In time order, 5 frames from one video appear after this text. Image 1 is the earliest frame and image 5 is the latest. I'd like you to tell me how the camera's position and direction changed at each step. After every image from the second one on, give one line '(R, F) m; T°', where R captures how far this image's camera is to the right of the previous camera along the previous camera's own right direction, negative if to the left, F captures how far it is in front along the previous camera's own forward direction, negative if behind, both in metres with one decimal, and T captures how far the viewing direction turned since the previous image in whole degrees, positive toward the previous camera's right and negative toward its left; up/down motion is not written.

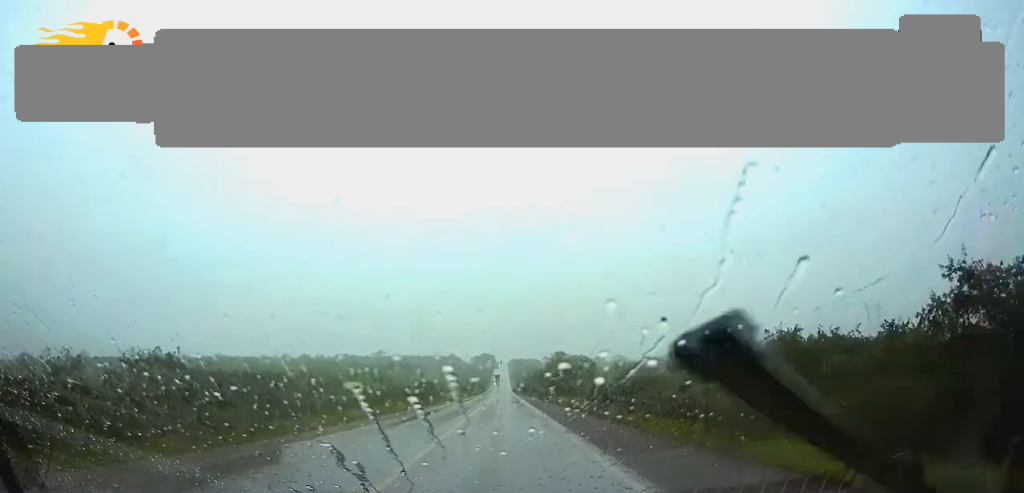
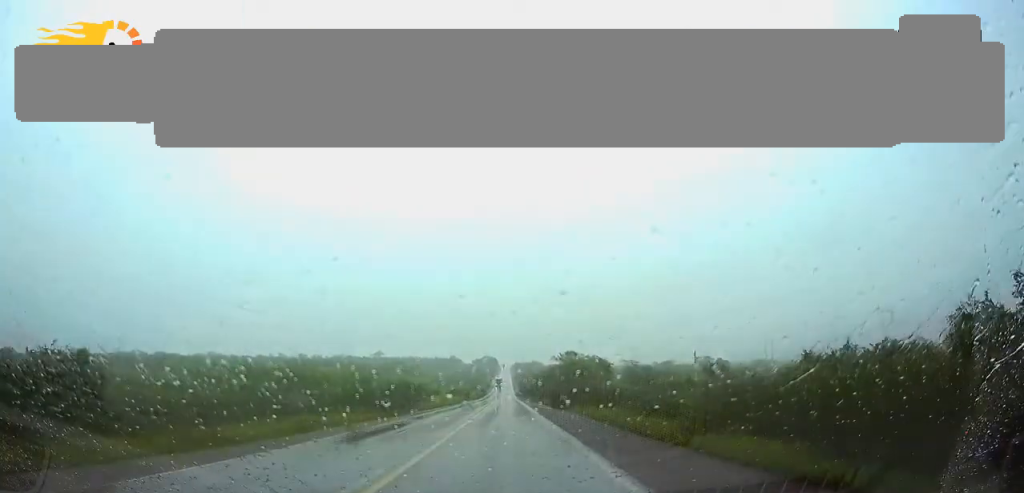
(0.0, +16.0) m; 0°
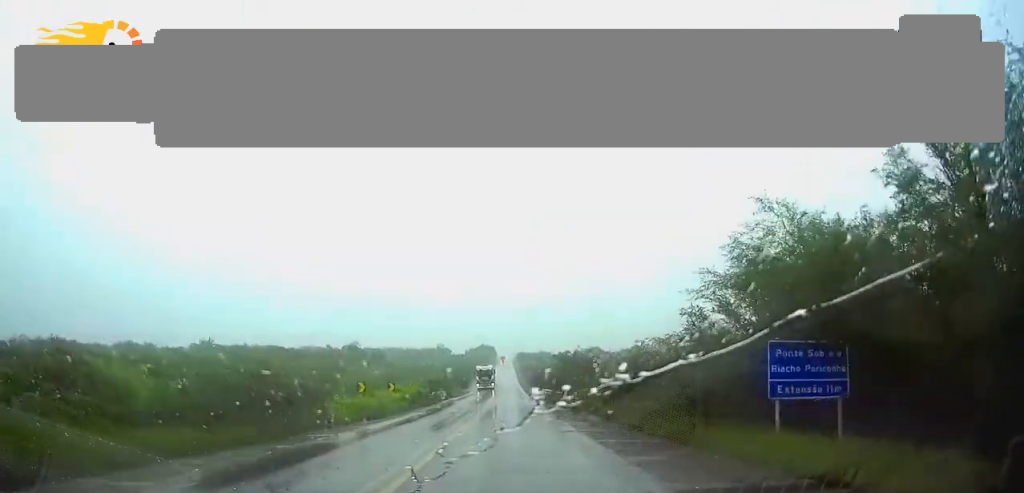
(-0.3, +97.1) m; 0°
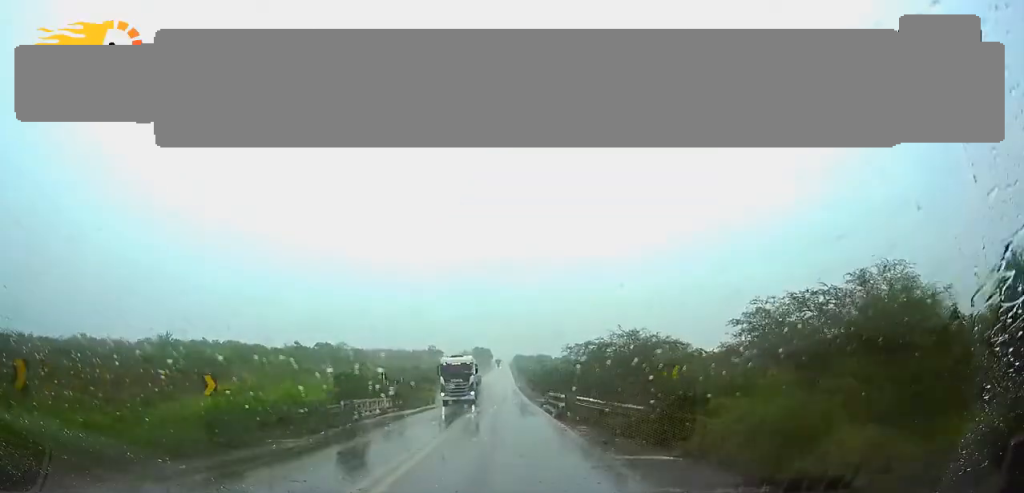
(+0.1, +28.1) m; 0°
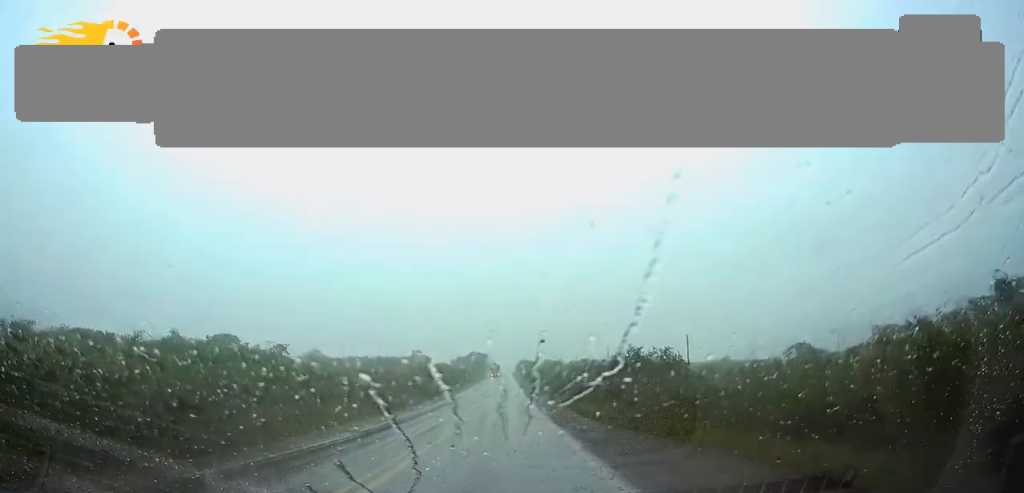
(0.0, +70.5) m; 0°
